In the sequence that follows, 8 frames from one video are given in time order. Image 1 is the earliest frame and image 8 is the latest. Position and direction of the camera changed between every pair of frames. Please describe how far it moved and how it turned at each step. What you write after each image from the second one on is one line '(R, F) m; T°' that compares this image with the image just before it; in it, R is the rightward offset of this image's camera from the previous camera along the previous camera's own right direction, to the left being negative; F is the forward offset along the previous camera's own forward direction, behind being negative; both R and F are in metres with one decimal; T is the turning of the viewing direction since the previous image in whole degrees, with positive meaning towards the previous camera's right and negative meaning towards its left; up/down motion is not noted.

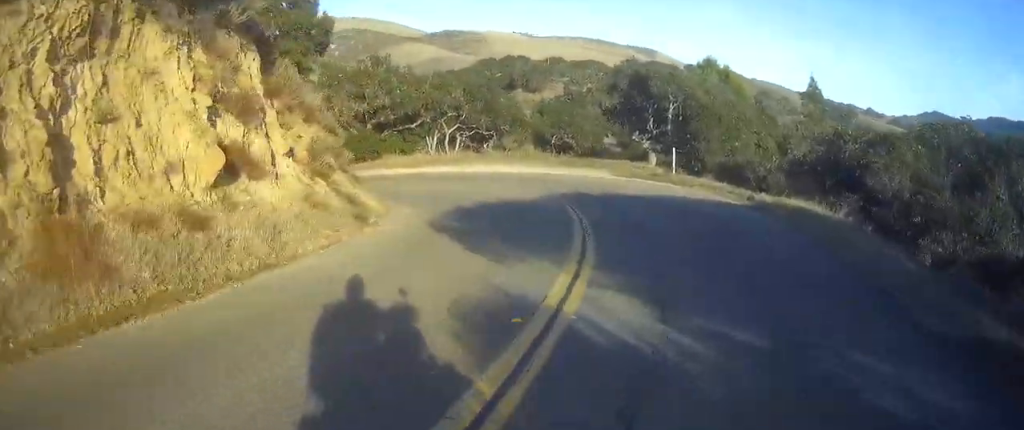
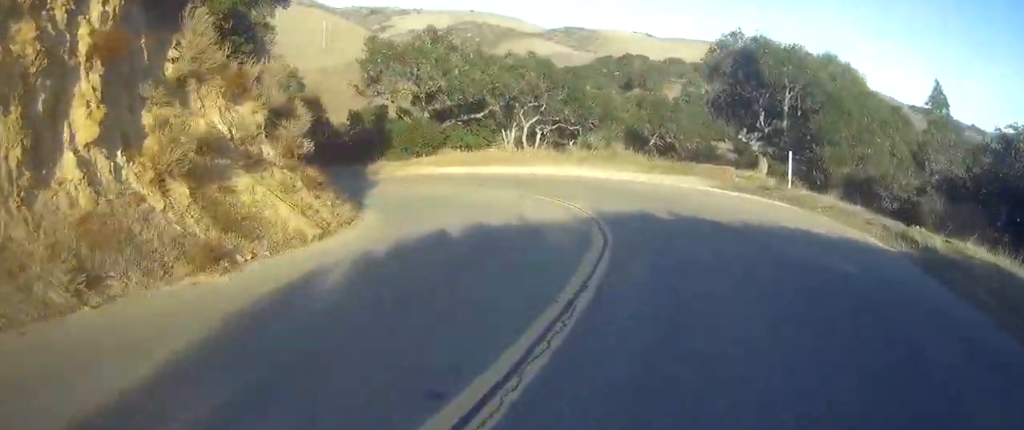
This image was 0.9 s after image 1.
(-0.6, +9.4) m; -9°
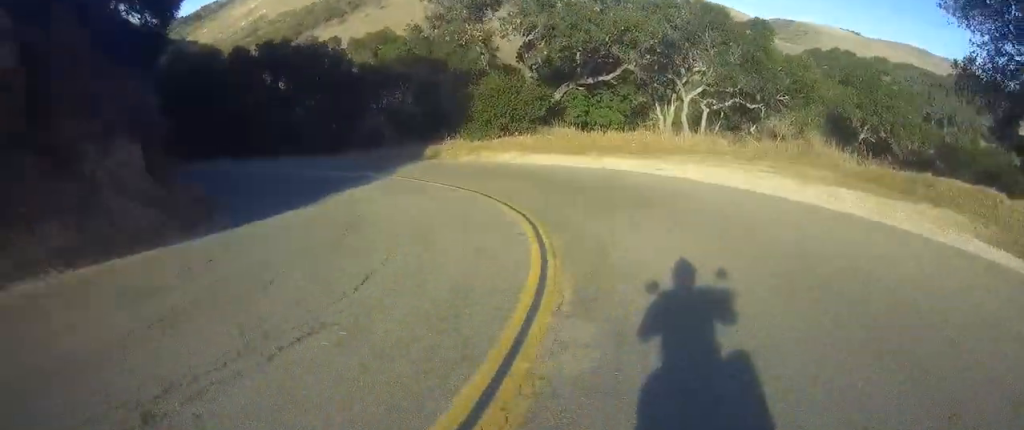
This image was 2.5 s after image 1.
(-2.6, +16.1) m; -22°
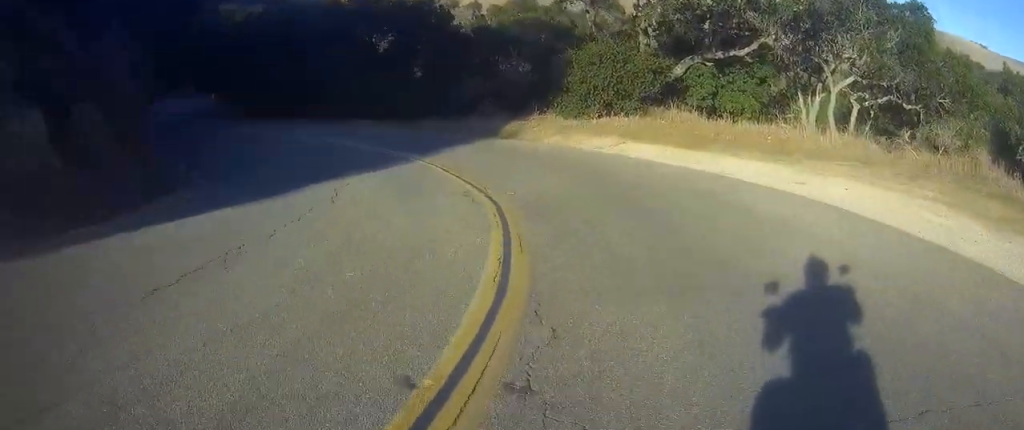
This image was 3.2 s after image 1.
(-0.9, +6.6) m; -14°
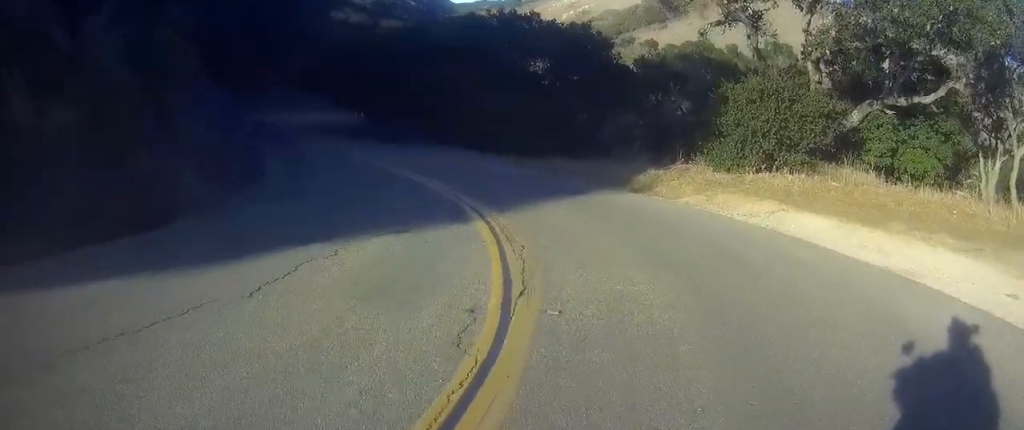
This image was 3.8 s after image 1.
(-0.4, +5.2) m; -10°
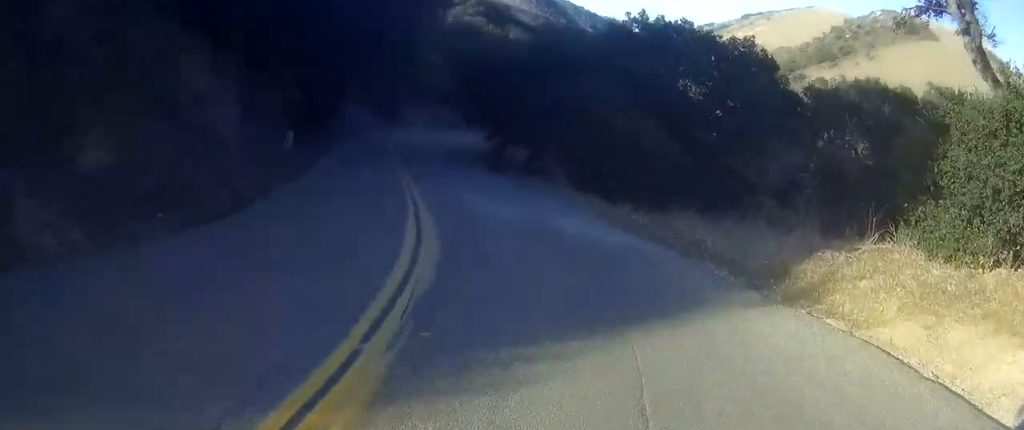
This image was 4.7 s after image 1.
(-1.3, +8.2) m; -11°
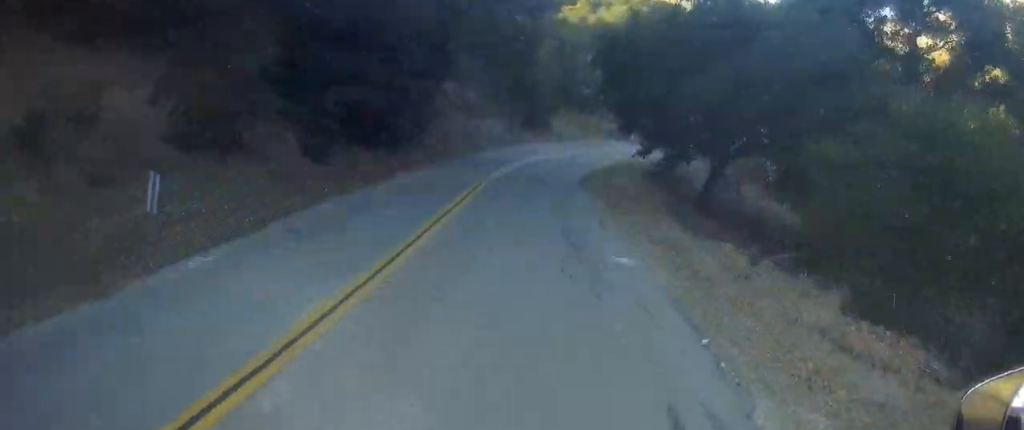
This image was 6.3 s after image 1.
(-2.9, +14.4) m; -21°
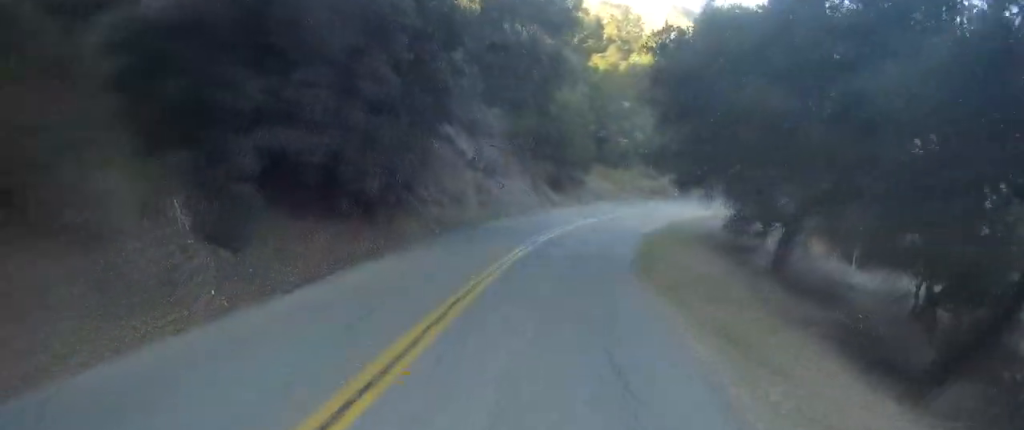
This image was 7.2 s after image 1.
(-0.3, +8.3) m; -7°
